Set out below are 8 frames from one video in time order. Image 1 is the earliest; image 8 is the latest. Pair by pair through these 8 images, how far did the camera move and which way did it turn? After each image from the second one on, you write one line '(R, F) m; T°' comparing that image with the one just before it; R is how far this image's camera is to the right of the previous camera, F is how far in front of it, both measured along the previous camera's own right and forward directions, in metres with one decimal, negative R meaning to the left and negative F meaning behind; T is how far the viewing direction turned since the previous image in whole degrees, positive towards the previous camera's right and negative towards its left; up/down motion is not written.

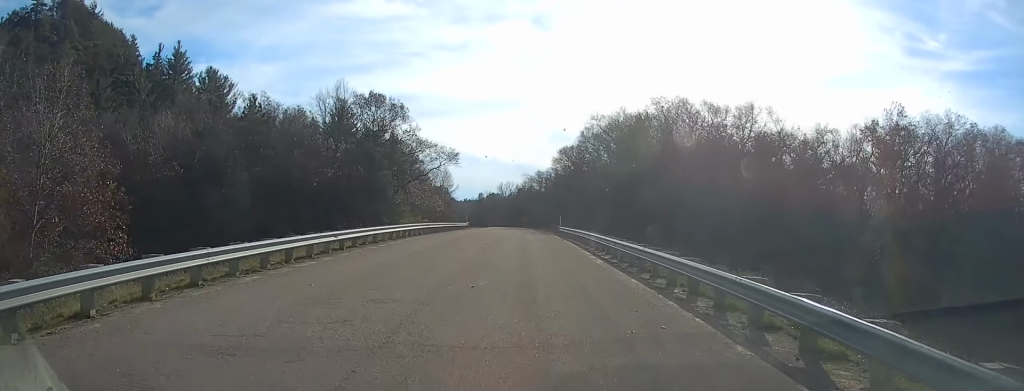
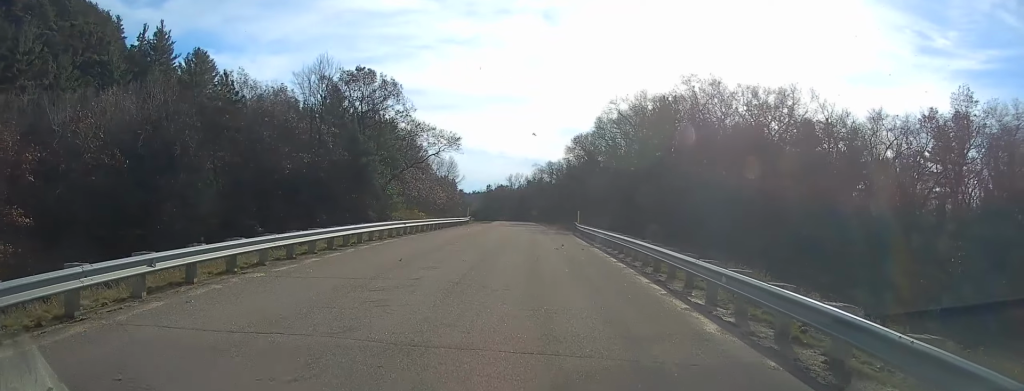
(-0.1, +11.8) m; 0°
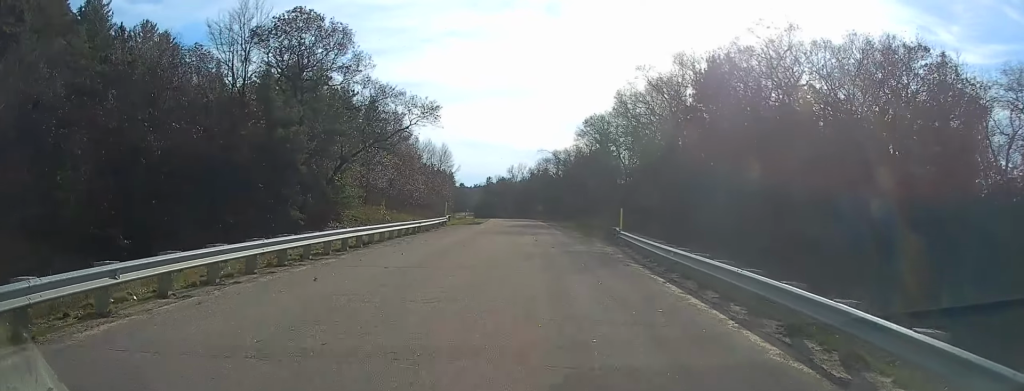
(-0.1, +24.7) m; +2°
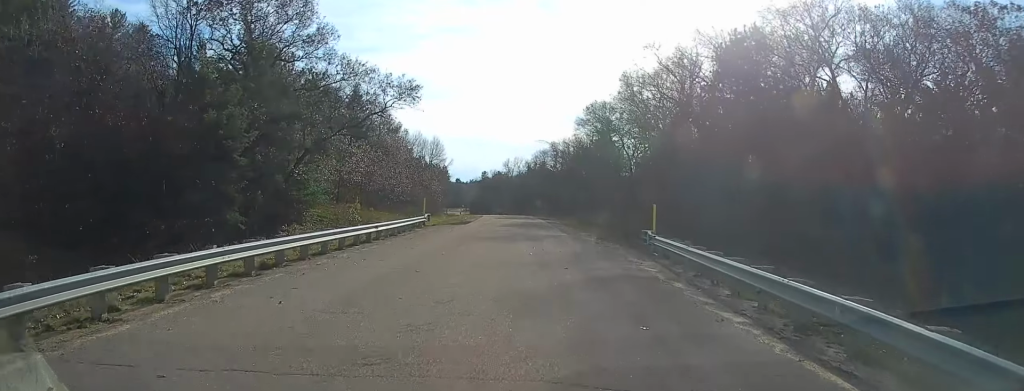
(+0.4, +10.0) m; 0°
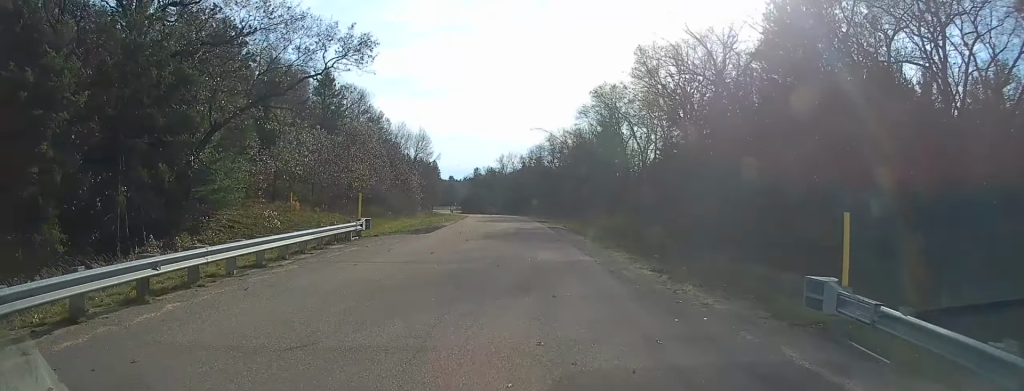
(-0.1, +16.2) m; -2°
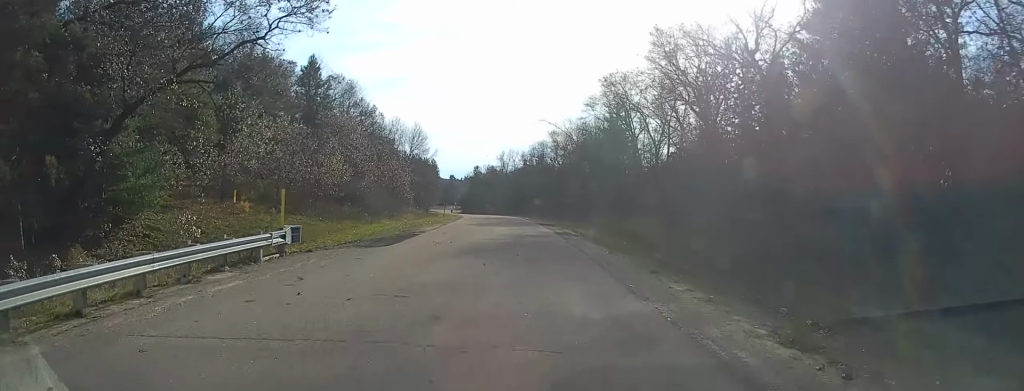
(-0.1, +9.2) m; -1°
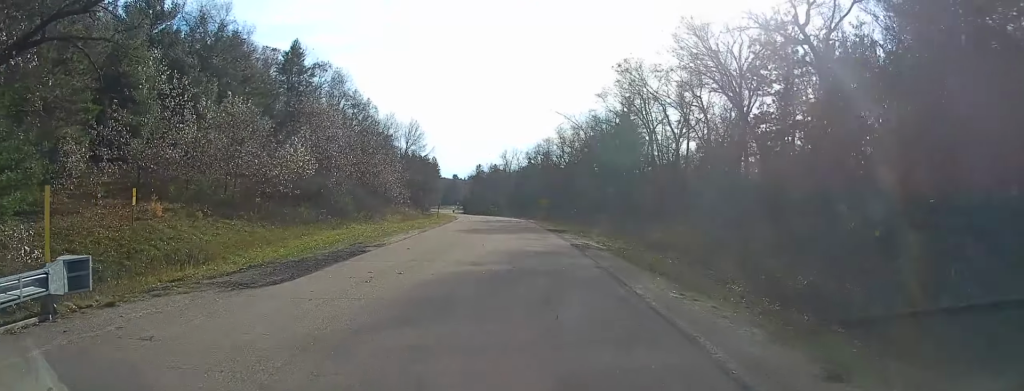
(-0.1, +10.1) m; 0°
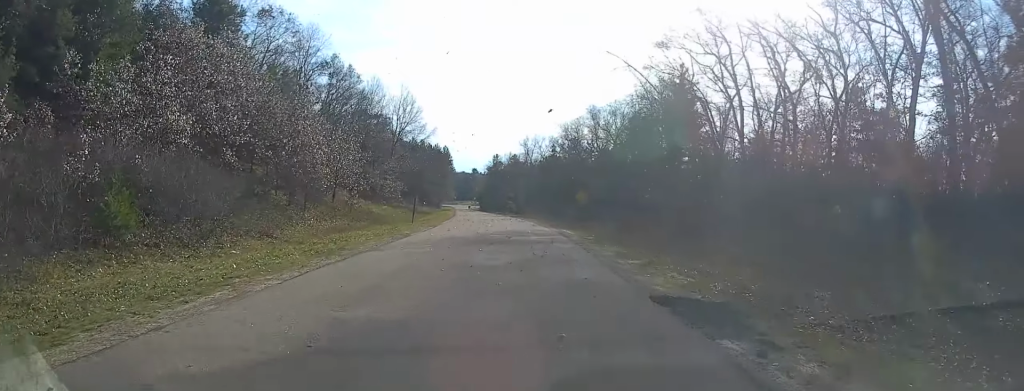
(-0.9, +29.5) m; -4°
